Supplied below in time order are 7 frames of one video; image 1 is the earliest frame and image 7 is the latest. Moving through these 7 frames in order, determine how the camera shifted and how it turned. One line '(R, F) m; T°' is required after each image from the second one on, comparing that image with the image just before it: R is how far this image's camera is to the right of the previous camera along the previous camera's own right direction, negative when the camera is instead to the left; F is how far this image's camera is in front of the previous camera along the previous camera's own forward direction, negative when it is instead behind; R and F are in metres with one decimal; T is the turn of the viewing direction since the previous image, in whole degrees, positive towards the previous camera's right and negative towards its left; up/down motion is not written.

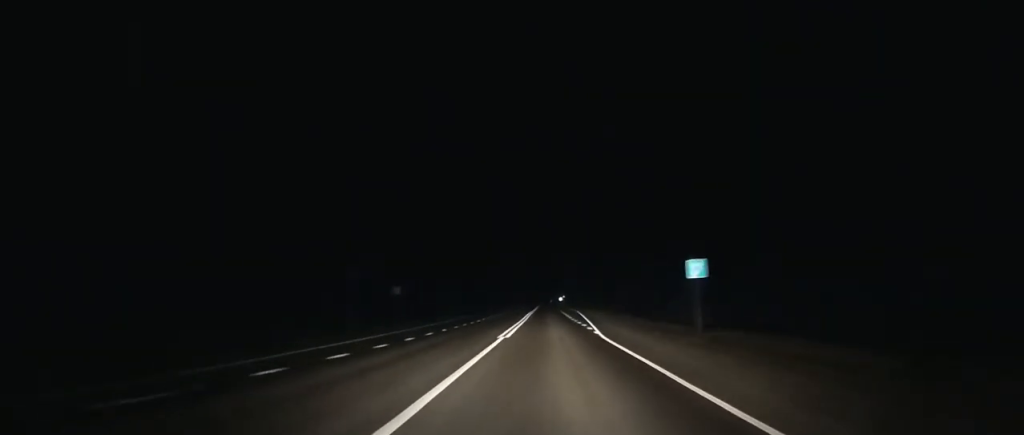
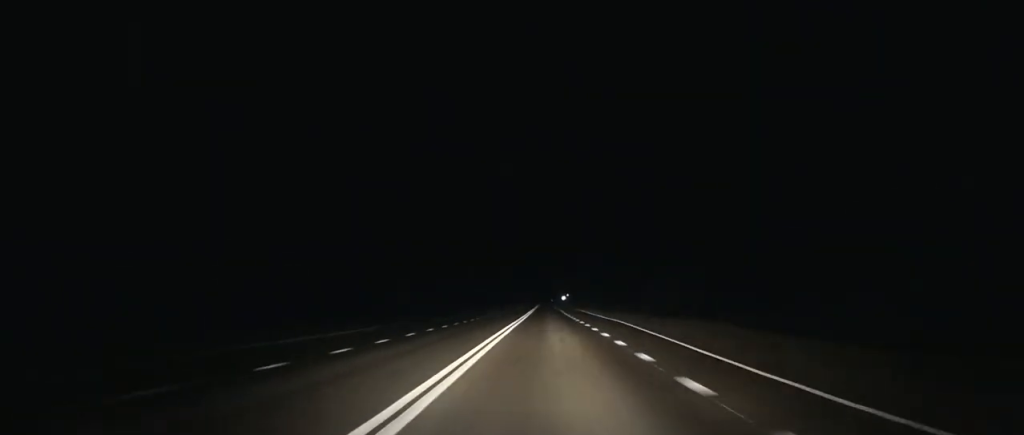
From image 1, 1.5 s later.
(-0.6, +44.5) m; 0°
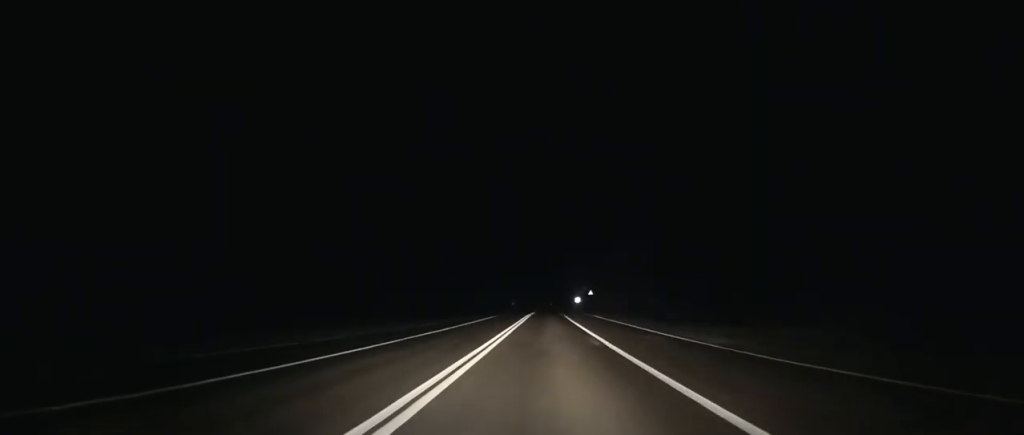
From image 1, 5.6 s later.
(+0.1, +119.7) m; +1°
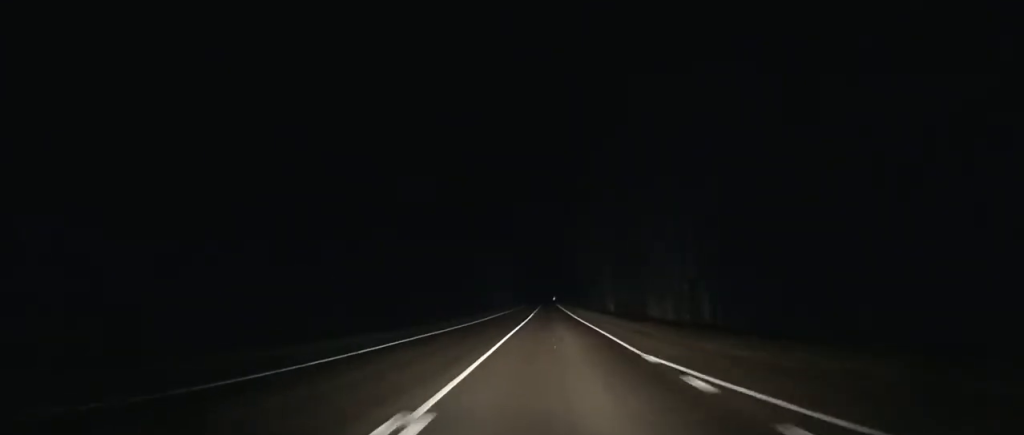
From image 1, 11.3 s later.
(+1.3, +162.8) m; 0°
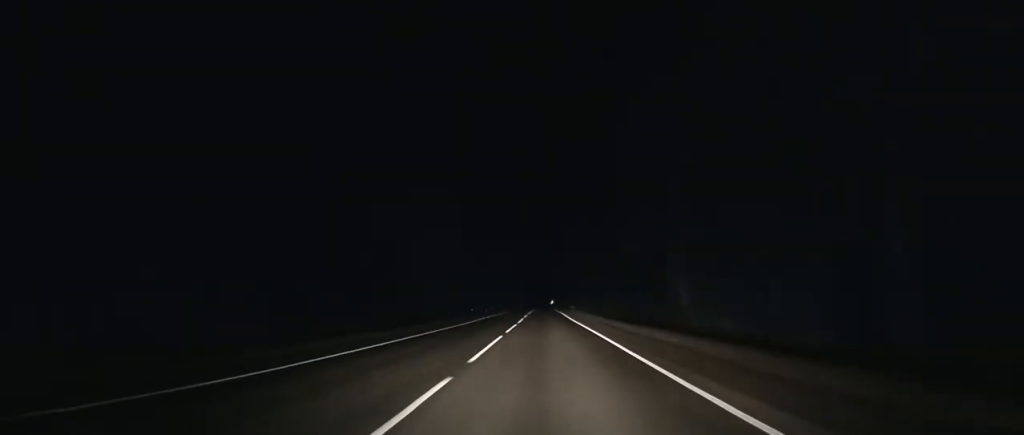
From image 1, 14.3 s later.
(-0.1, +90.7) m; 0°
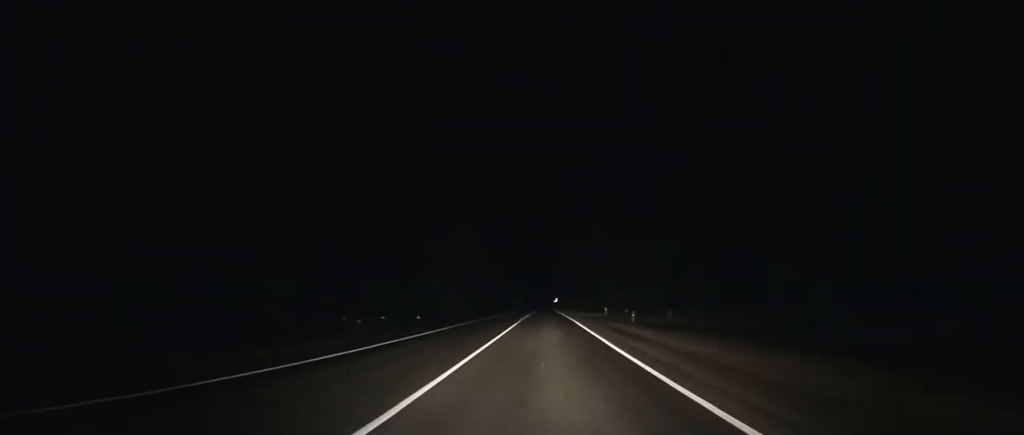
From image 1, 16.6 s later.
(-0.2, +69.7) m; 0°
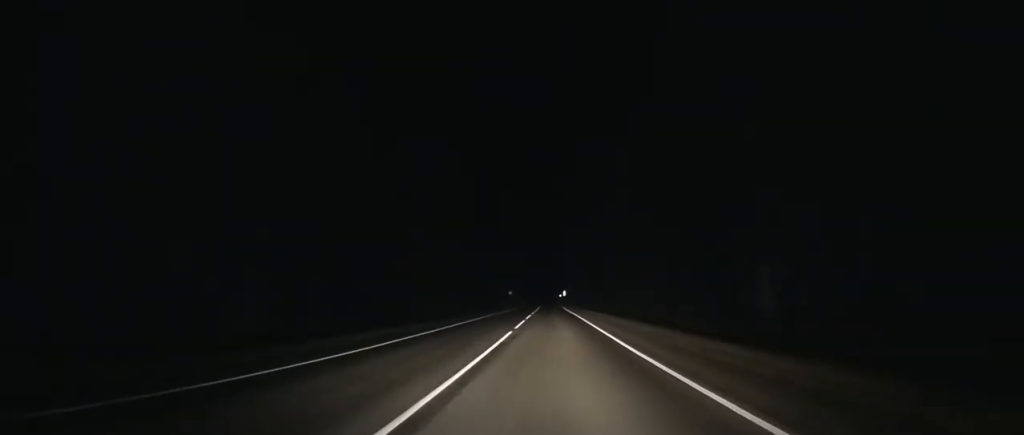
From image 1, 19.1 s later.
(+0.2, +74.5) m; 0°
